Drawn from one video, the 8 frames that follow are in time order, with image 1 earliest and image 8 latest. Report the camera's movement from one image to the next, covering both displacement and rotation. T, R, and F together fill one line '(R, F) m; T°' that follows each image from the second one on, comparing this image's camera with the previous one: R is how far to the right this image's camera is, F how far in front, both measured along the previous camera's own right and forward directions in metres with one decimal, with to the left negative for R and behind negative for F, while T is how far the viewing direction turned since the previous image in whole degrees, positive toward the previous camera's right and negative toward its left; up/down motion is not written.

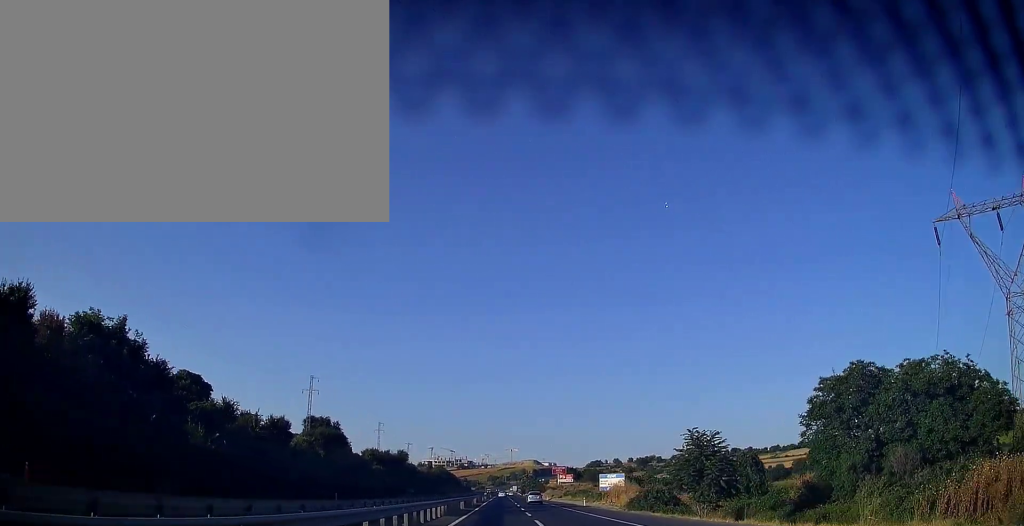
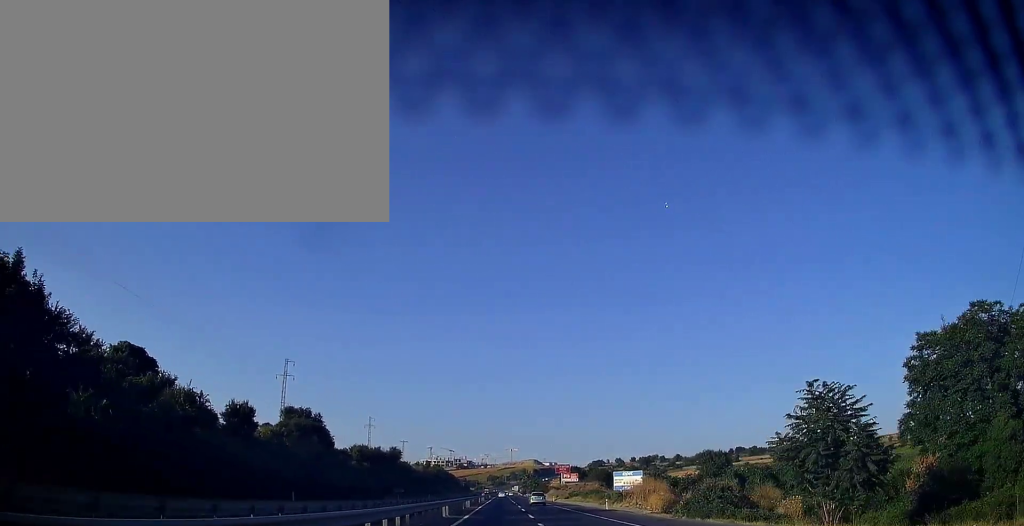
(-0.1, +13.0) m; 0°
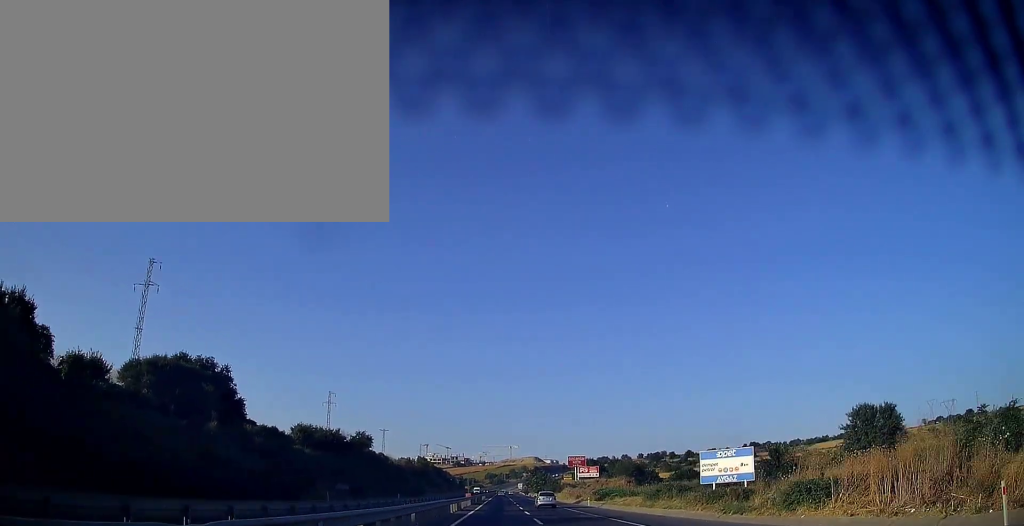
(+0.1, +43.3) m; 0°
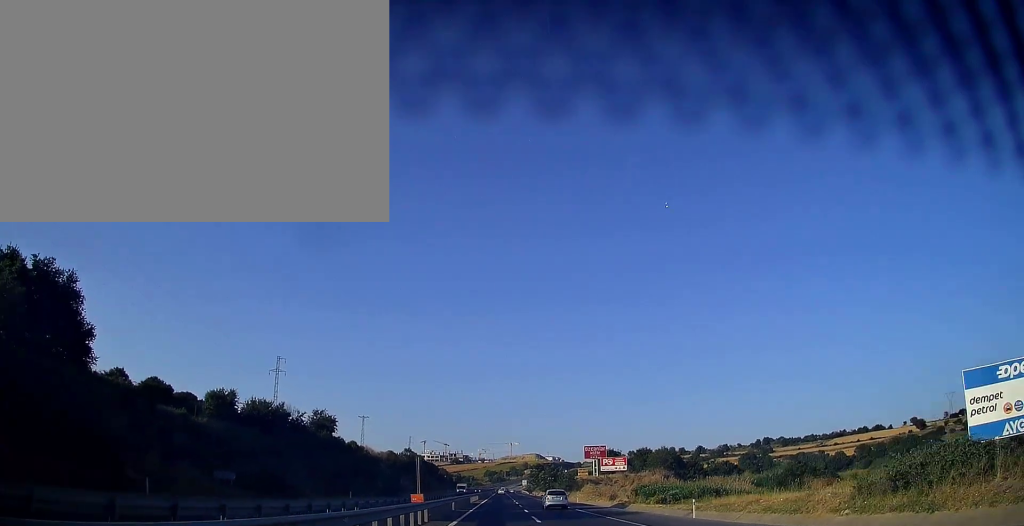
(-0.1, +35.5) m; -1°
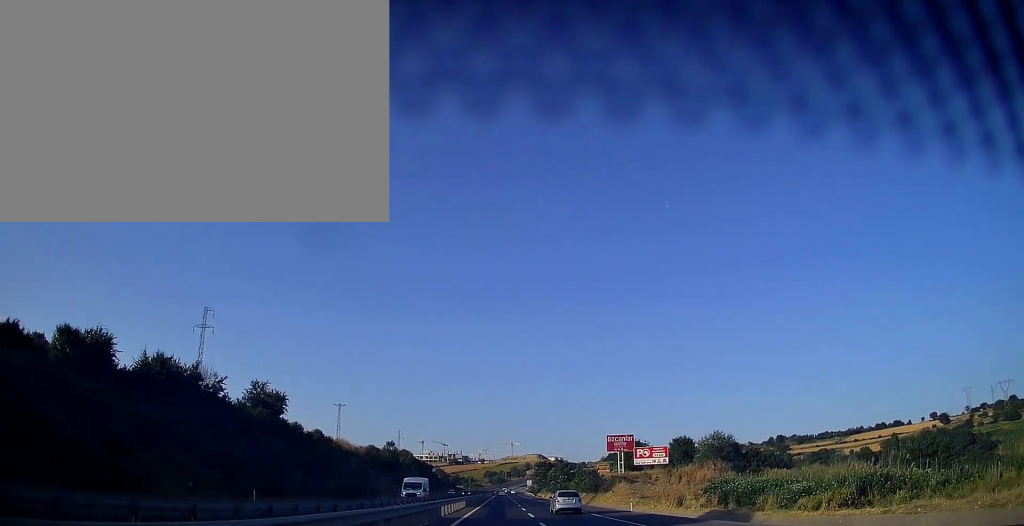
(-0.1, +29.5) m; 0°
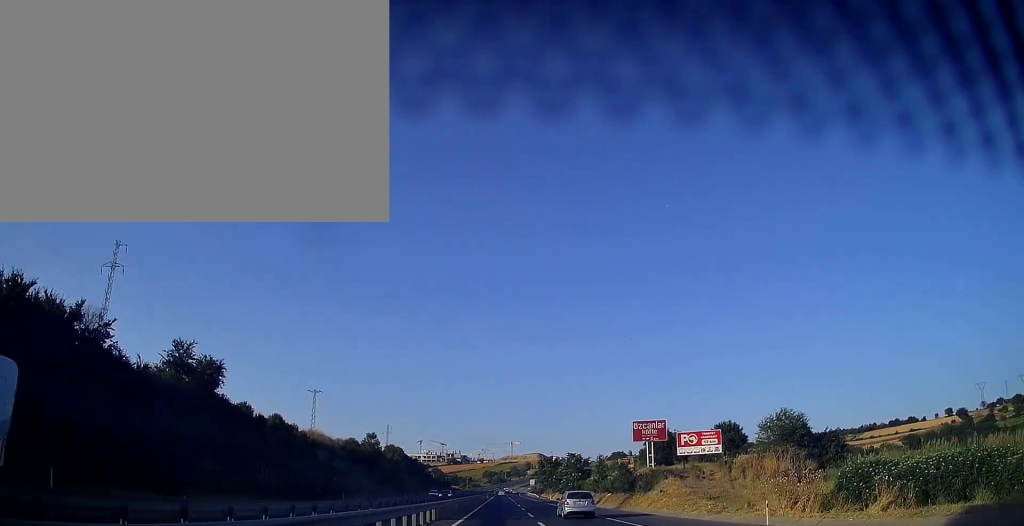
(+0.3, +22.4) m; 0°
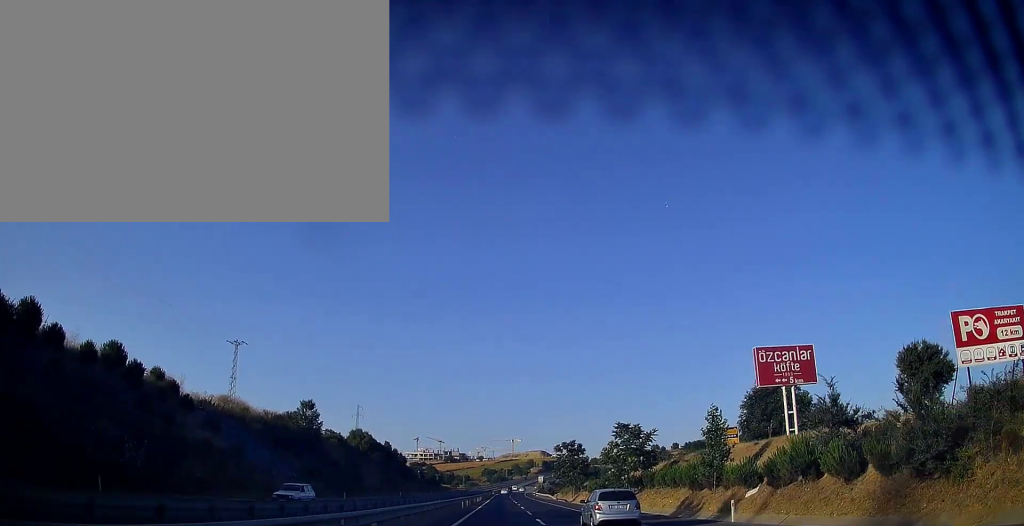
(-0.3, +45.0) m; 0°
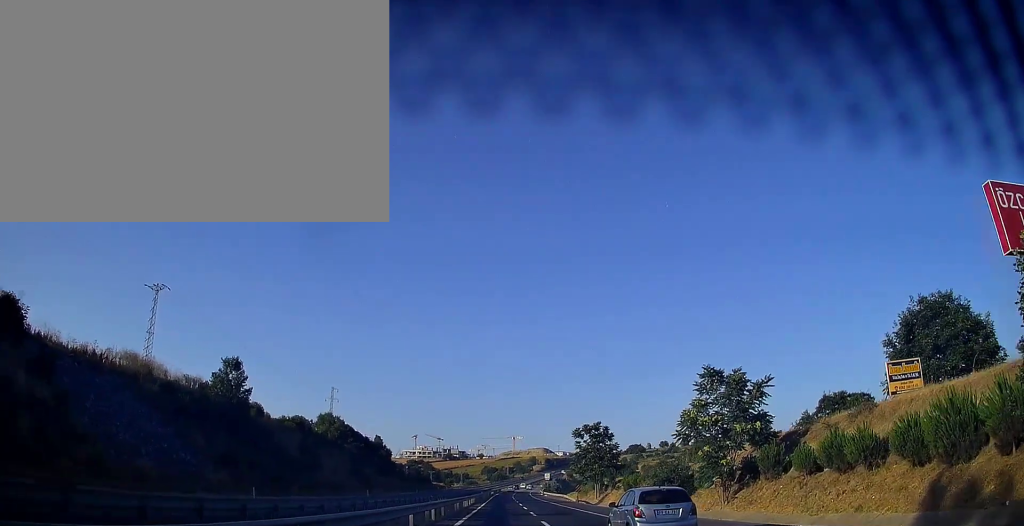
(+0.1, +26.6) m; 0°
